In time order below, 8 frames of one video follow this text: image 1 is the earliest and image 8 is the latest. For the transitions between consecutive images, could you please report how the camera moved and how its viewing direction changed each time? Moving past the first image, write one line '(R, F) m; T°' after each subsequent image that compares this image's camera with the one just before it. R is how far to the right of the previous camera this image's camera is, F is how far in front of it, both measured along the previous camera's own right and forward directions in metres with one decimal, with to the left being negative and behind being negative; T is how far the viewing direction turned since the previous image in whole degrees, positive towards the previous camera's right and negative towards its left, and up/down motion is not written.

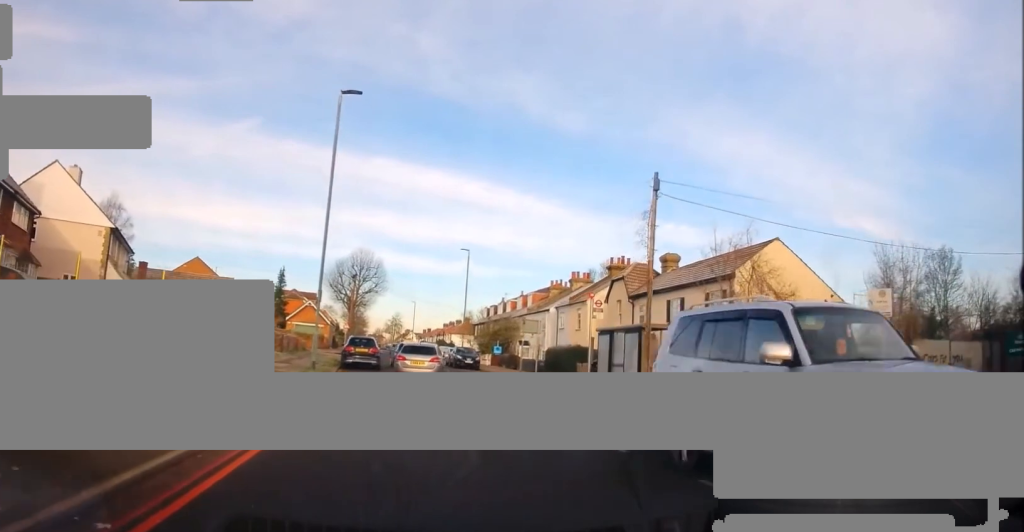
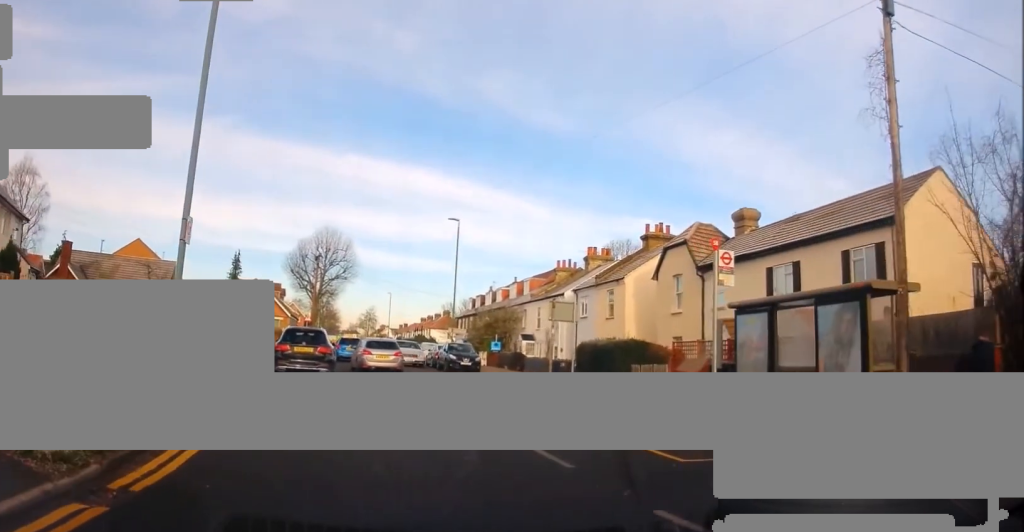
(-0.5, +13.3) m; 0°
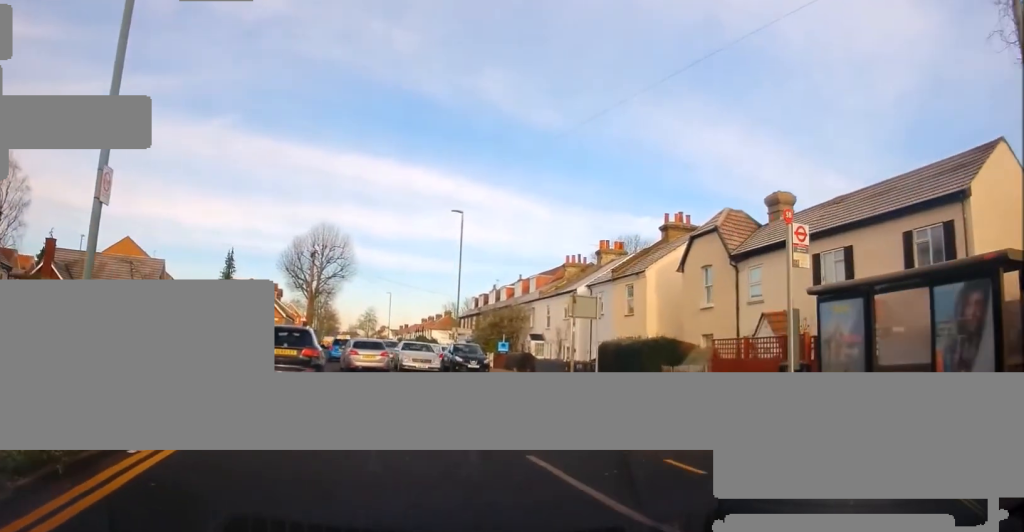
(0.0, +3.3) m; +1°
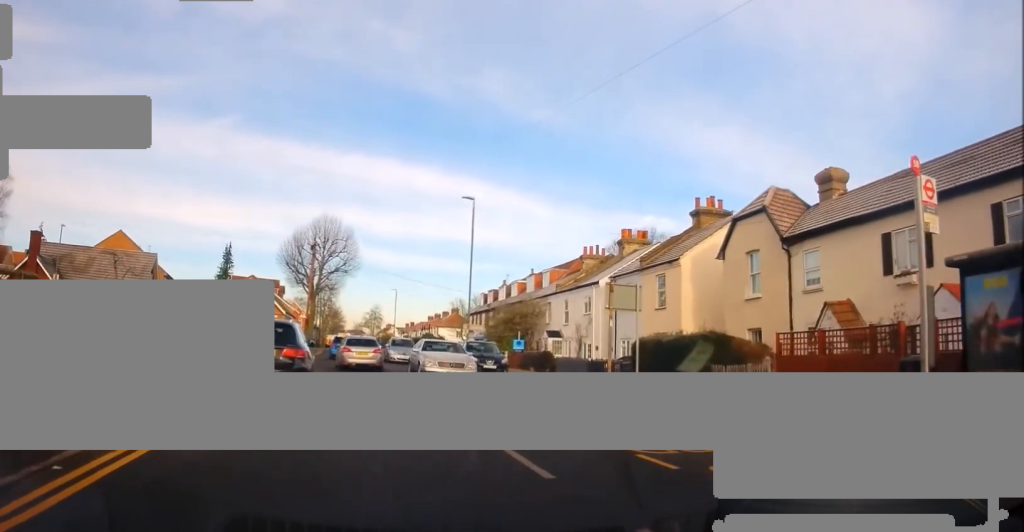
(0.0, +3.6) m; +1°
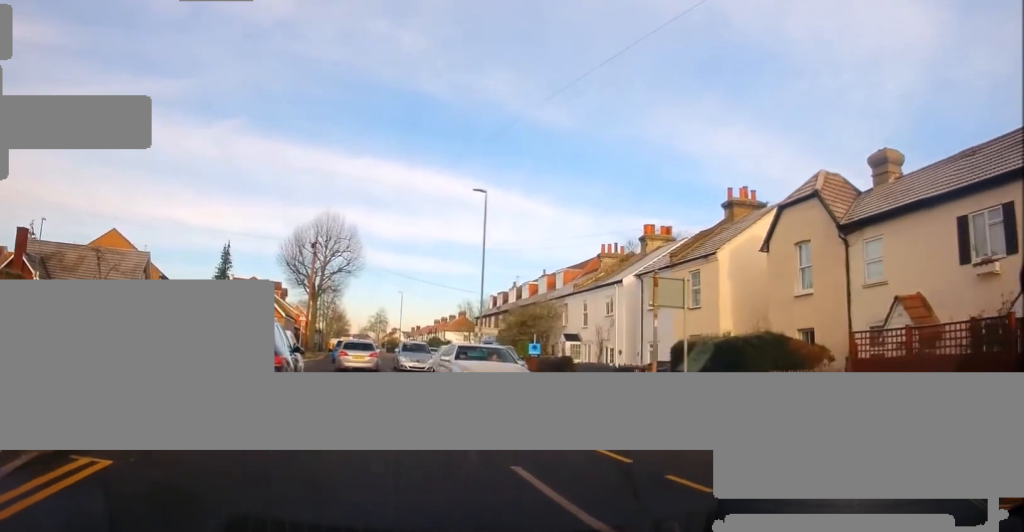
(+0.1, +3.4) m; 0°
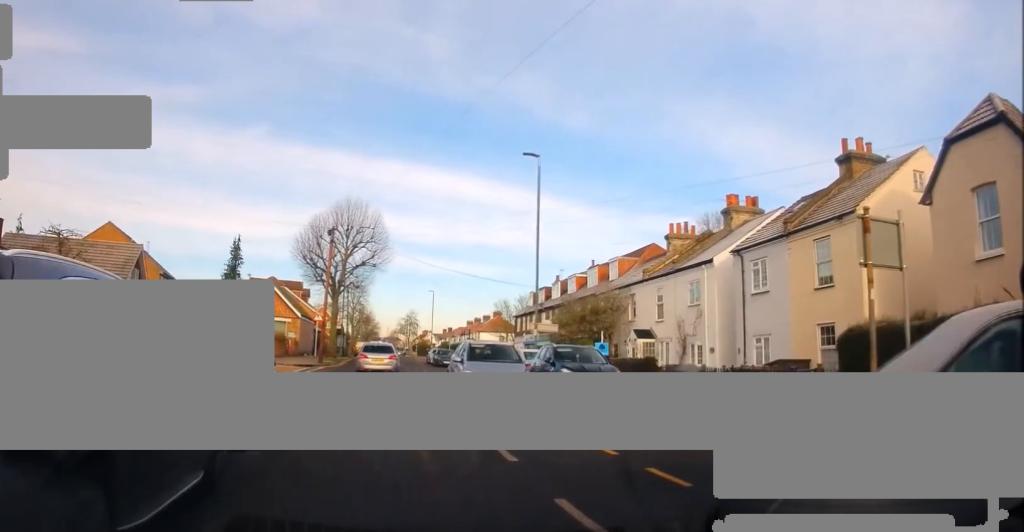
(-0.1, +7.9) m; -2°
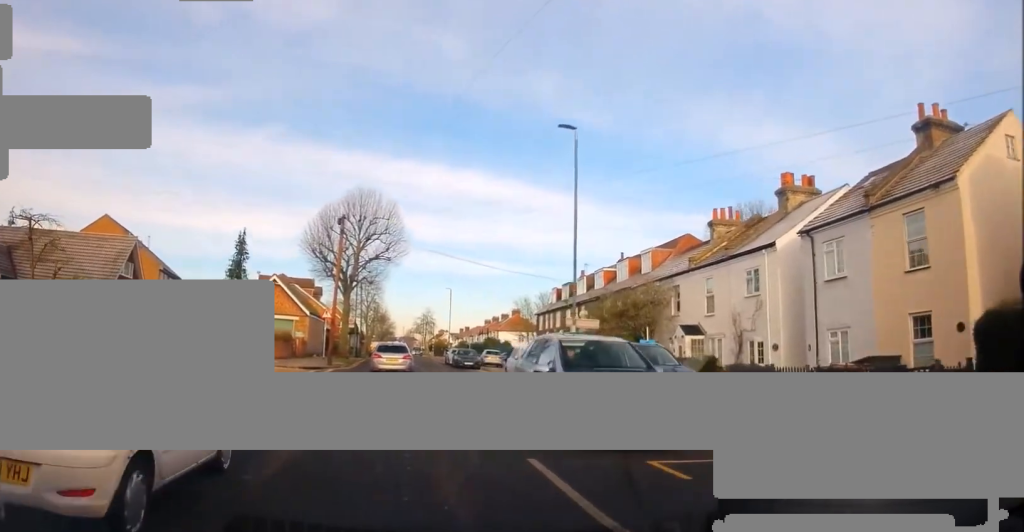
(0.0, +4.4) m; 0°
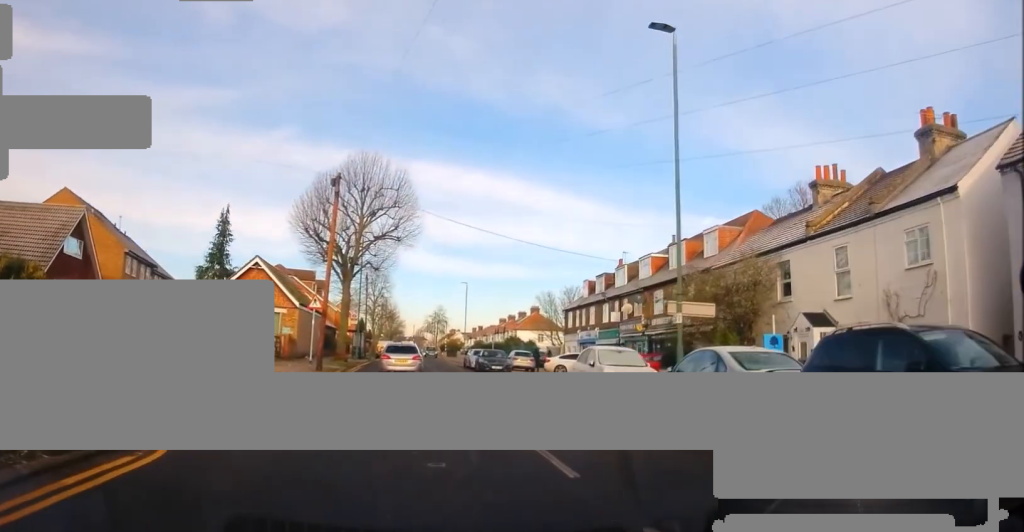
(-0.1, +9.0) m; 0°
